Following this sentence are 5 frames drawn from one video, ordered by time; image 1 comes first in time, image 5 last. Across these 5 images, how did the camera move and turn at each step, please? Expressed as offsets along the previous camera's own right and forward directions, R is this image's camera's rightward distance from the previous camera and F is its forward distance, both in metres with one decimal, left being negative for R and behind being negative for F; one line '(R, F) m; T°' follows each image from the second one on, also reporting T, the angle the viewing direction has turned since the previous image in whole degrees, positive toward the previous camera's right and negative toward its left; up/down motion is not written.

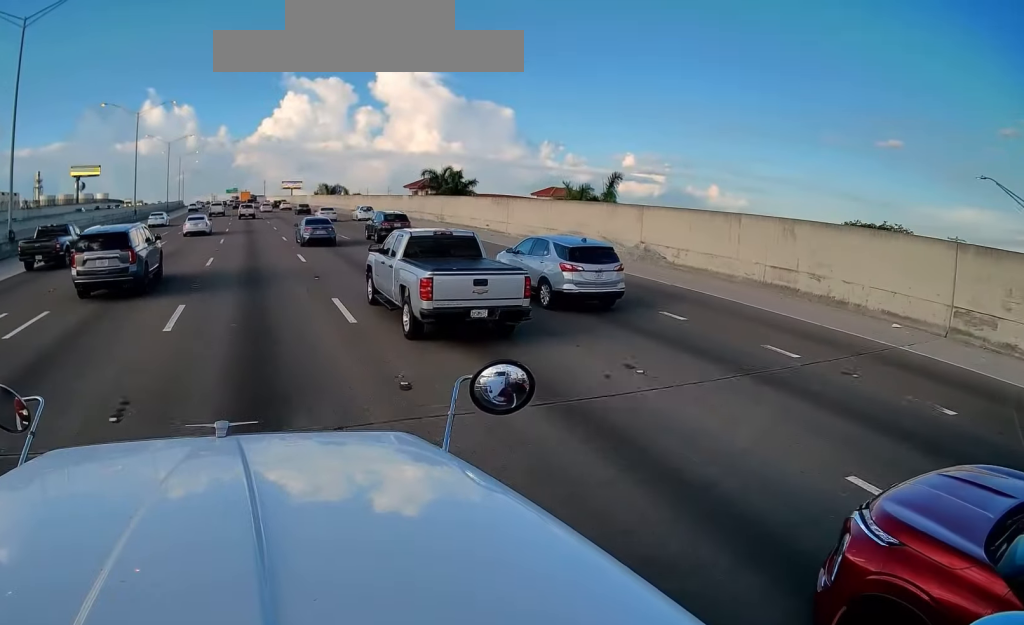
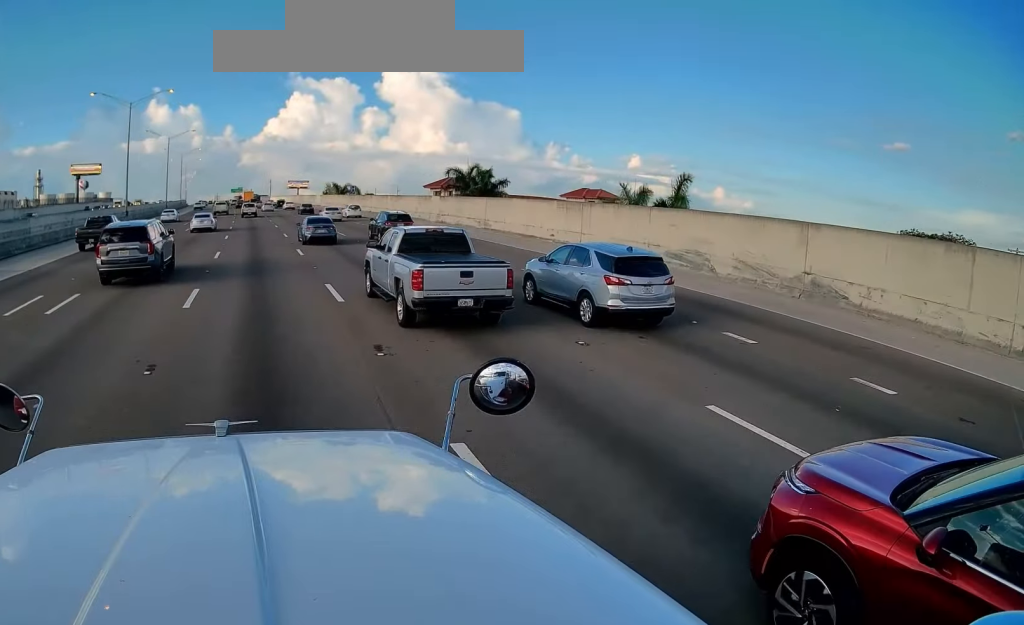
(0.0, +9.8) m; +1°
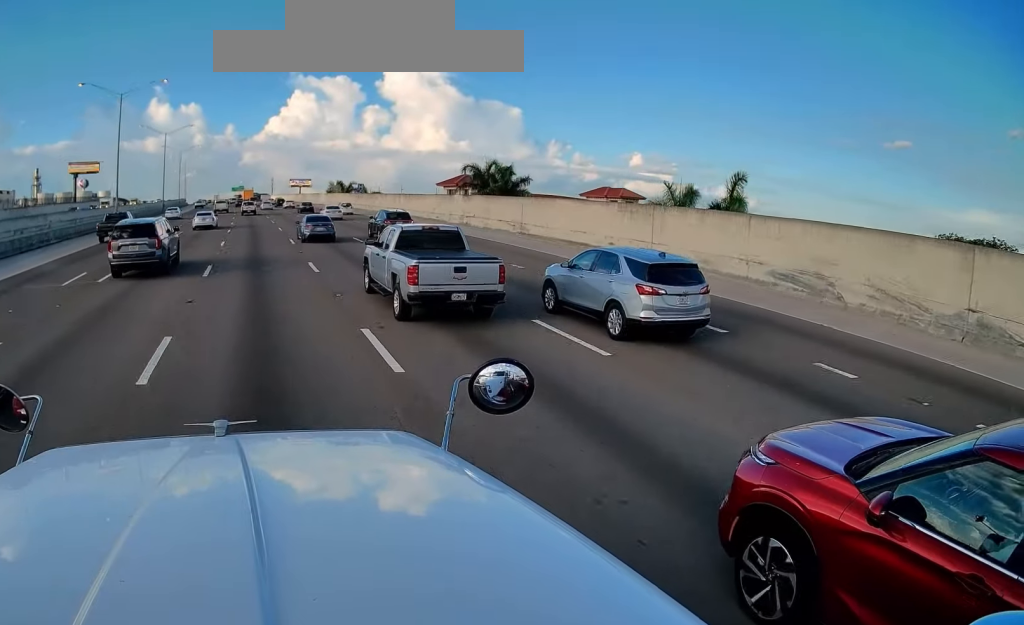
(+0.2, +6.5) m; 0°
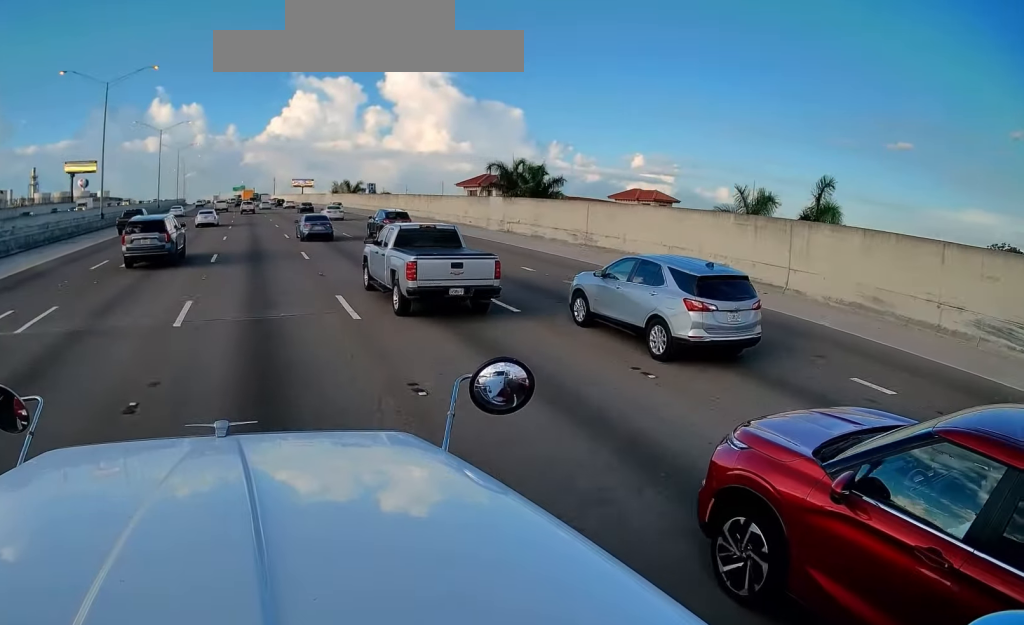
(-0.1, +8.3) m; -1°
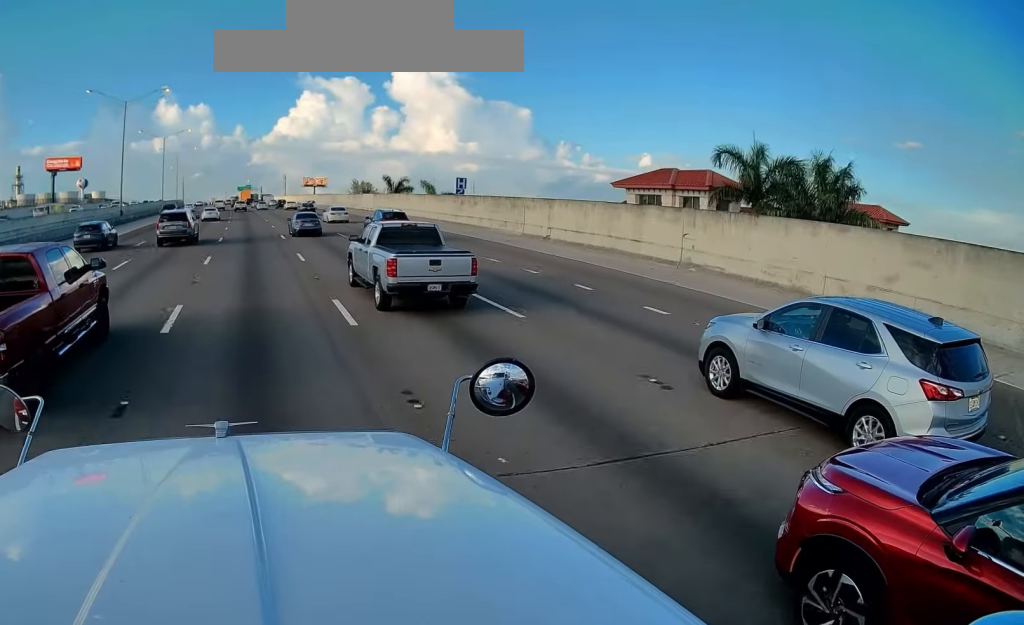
(-0.9, +37.6) m; -3°
